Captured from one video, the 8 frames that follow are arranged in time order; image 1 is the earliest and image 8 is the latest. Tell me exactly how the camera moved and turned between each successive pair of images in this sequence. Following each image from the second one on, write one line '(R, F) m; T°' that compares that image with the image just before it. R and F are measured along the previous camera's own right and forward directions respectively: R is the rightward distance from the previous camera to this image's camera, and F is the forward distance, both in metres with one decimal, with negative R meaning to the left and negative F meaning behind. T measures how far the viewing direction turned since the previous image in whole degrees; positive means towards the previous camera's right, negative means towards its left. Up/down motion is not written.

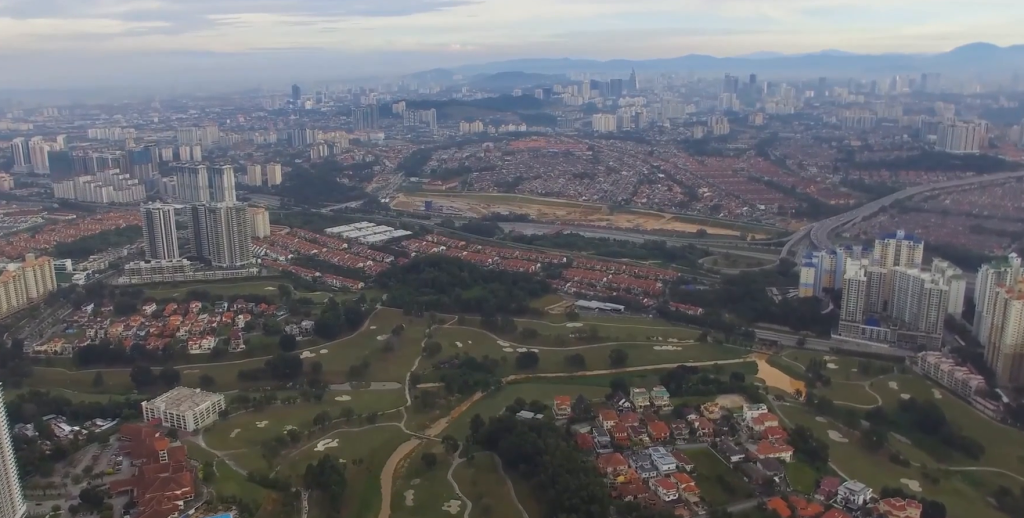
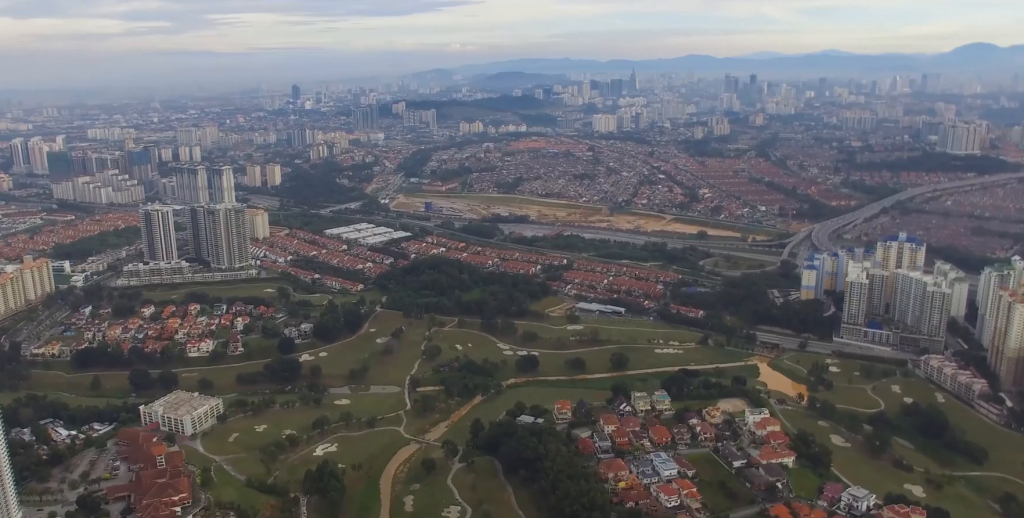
(0.0, +6.1) m; 0°
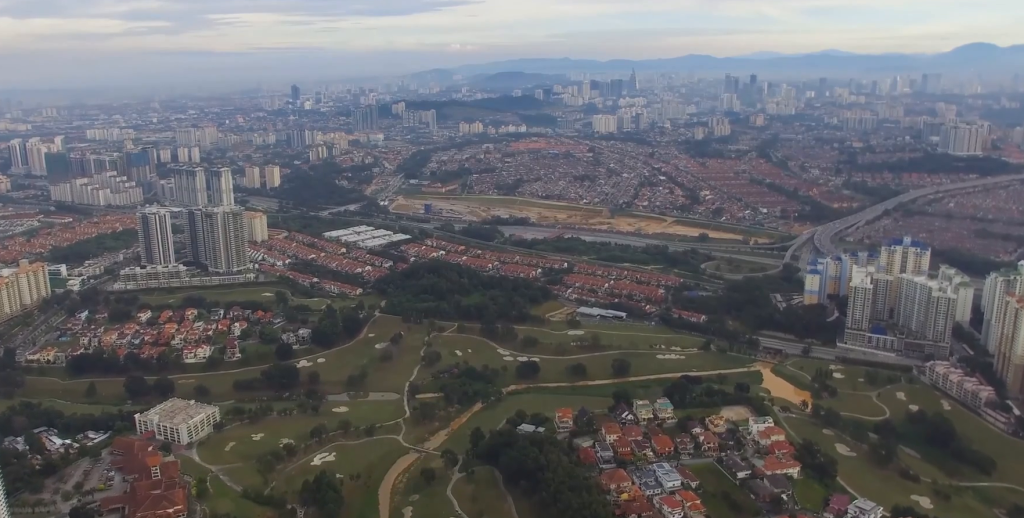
(0.0, +11.7) m; 0°
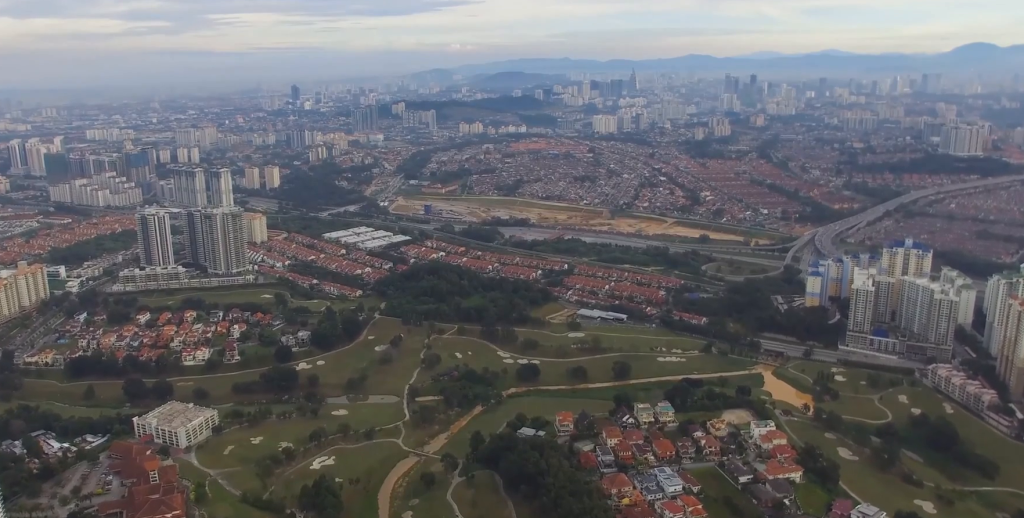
(0.0, +4.8) m; 0°
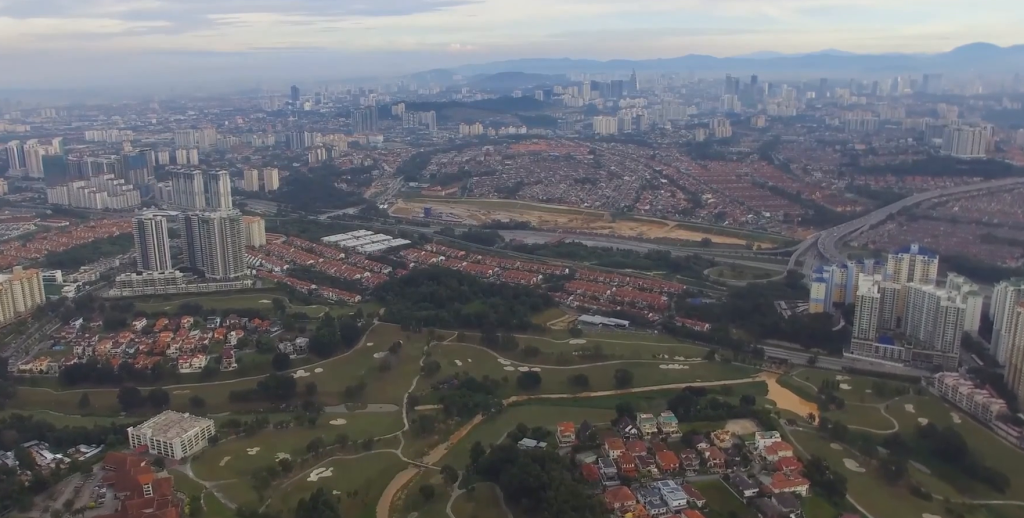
(0.0, +13.5) m; 0°
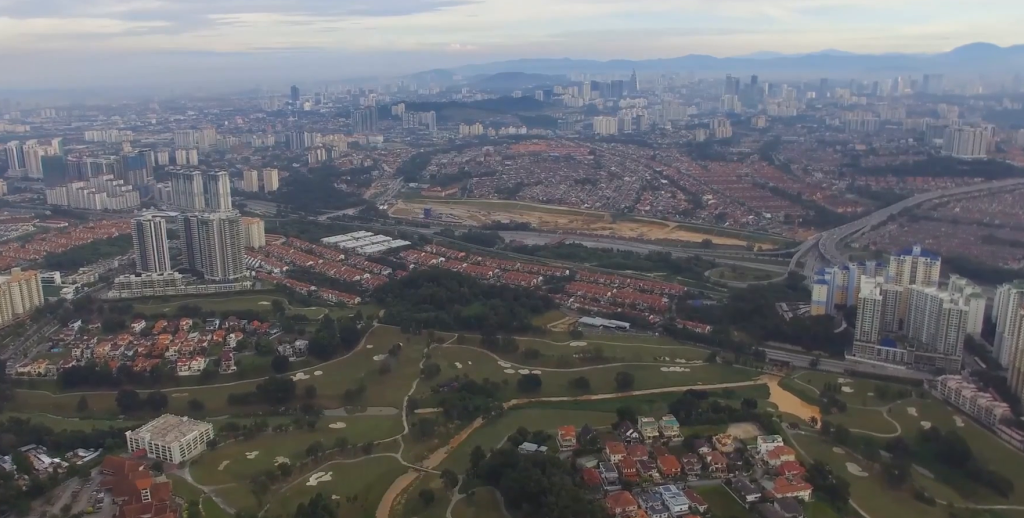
(0.0, +4.8) m; 0°
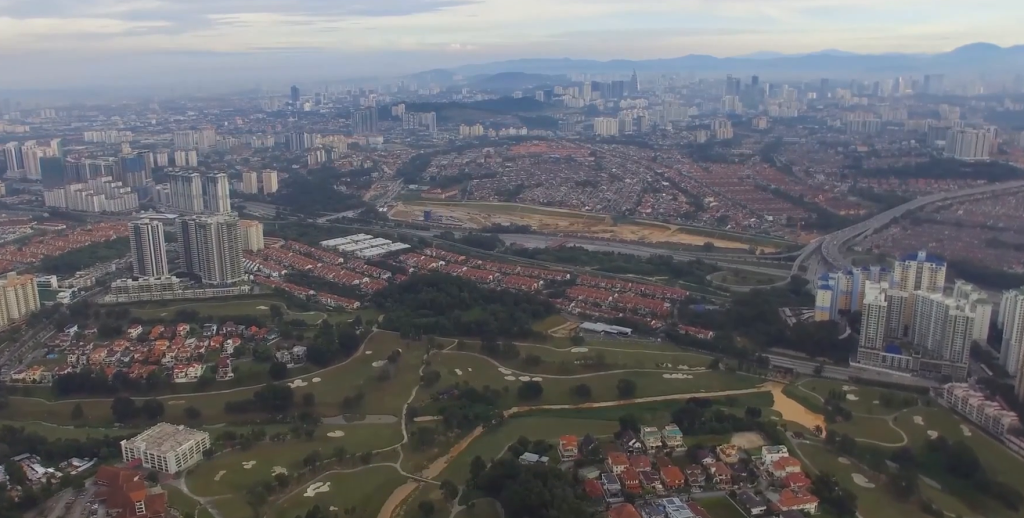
(0.0, +12.3) m; 0°
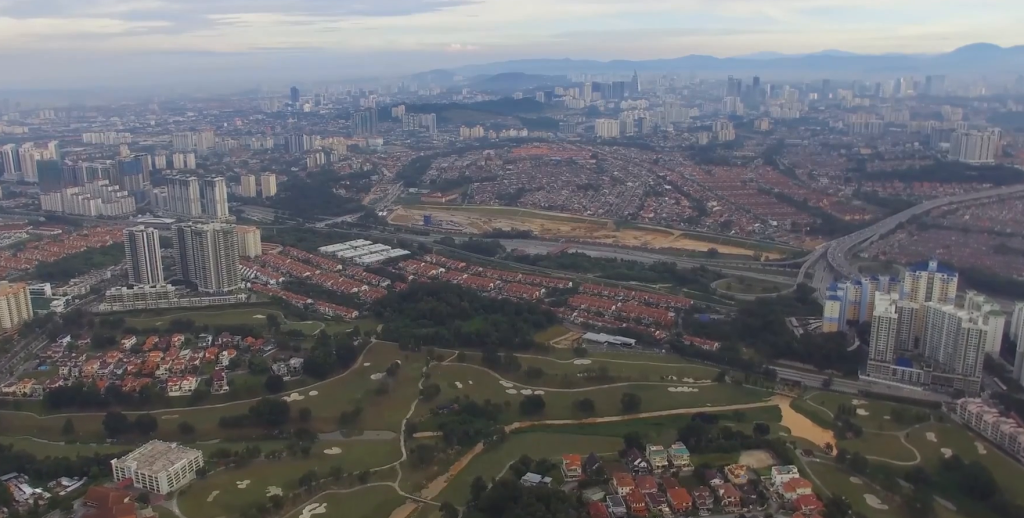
(0.0, +24.1) m; 0°
